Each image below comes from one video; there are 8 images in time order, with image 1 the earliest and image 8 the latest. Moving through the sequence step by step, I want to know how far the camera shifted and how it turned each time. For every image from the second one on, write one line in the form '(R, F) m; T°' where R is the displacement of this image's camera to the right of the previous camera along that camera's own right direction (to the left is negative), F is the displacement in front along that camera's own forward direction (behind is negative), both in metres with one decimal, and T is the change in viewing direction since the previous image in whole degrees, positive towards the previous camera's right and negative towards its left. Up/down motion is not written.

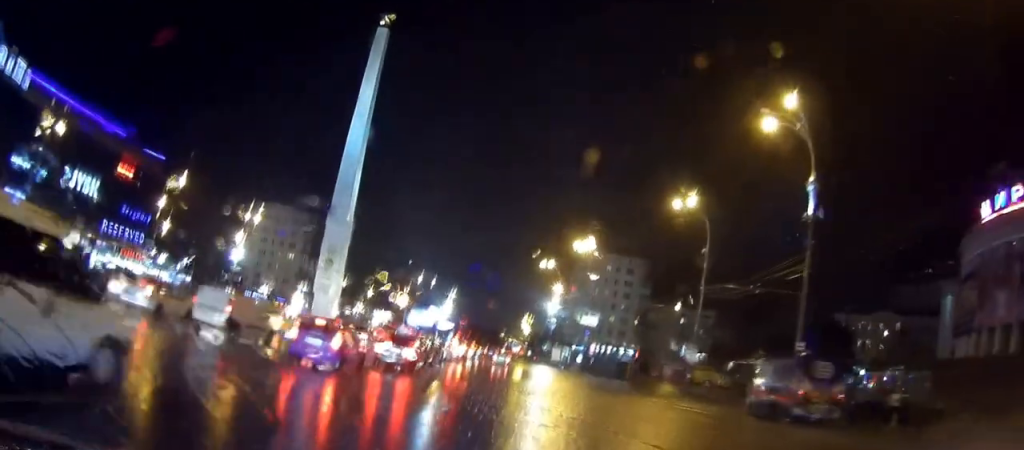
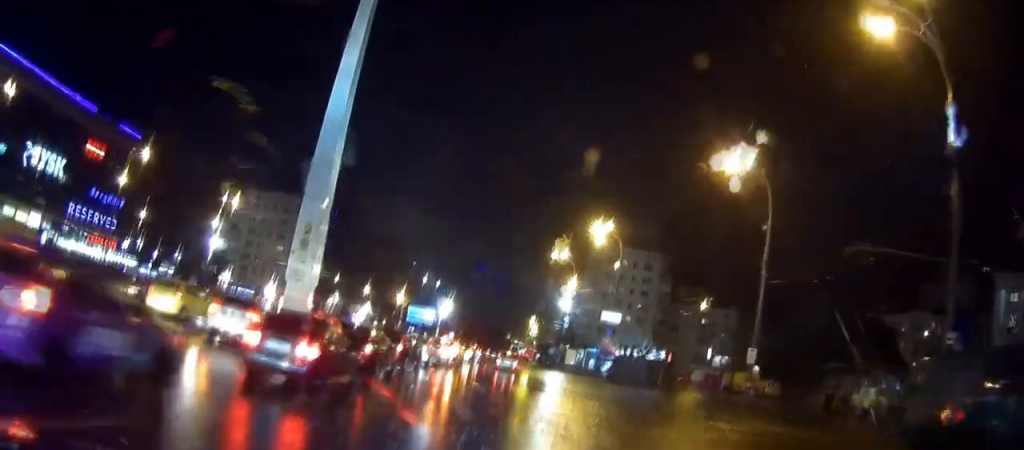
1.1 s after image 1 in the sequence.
(0.0, +14.4) m; +1°
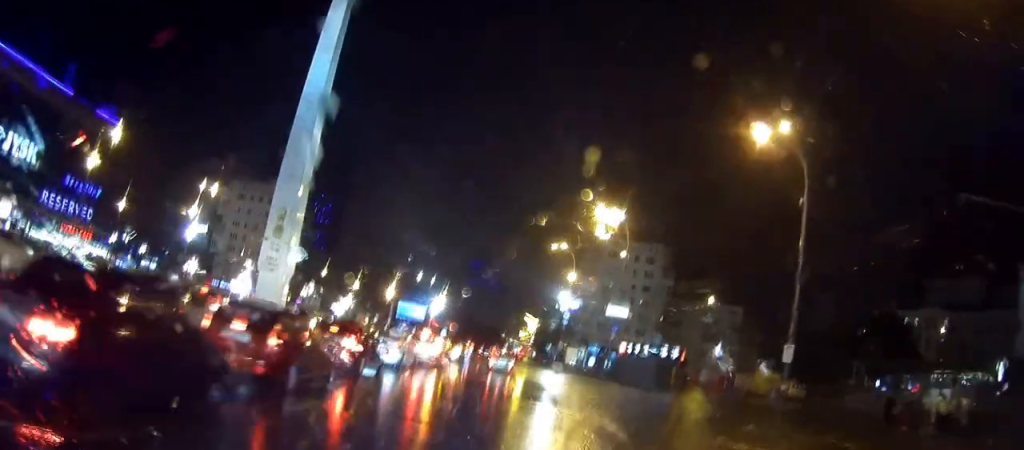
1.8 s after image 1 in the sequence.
(+0.1, +7.9) m; 0°
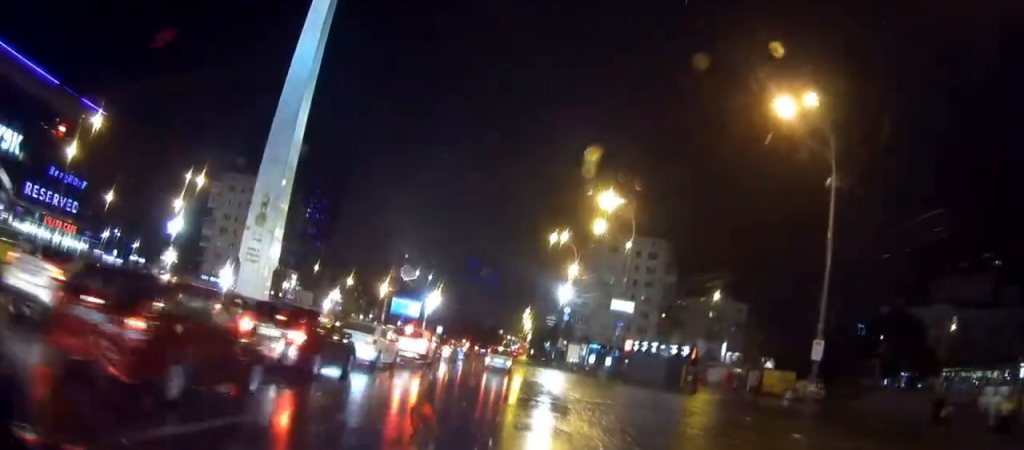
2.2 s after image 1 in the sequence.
(+0.1, +5.0) m; 0°
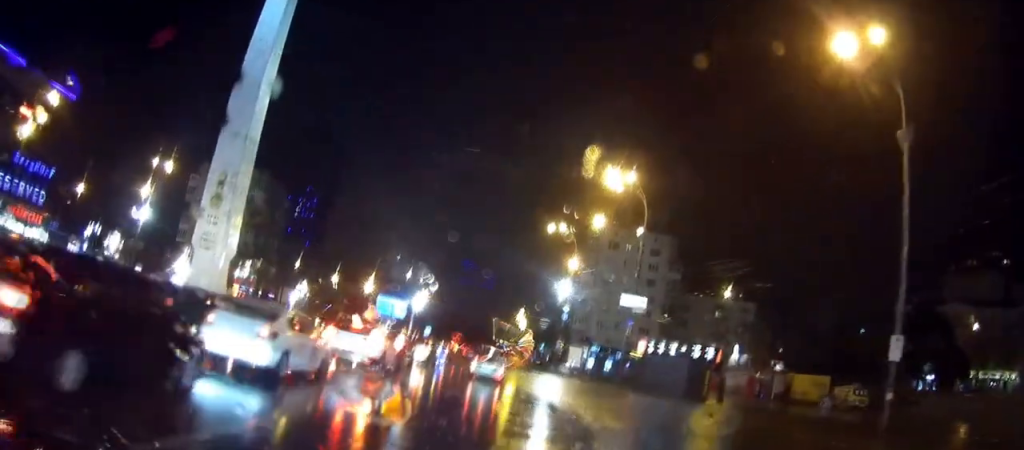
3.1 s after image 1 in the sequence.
(-0.1, +9.4) m; -1°
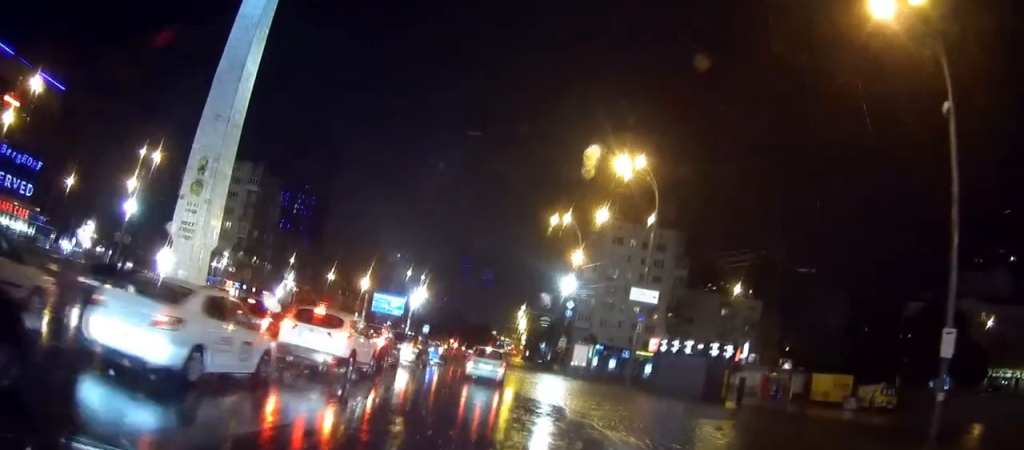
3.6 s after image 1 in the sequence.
(0.0, +4.4) m; 0°
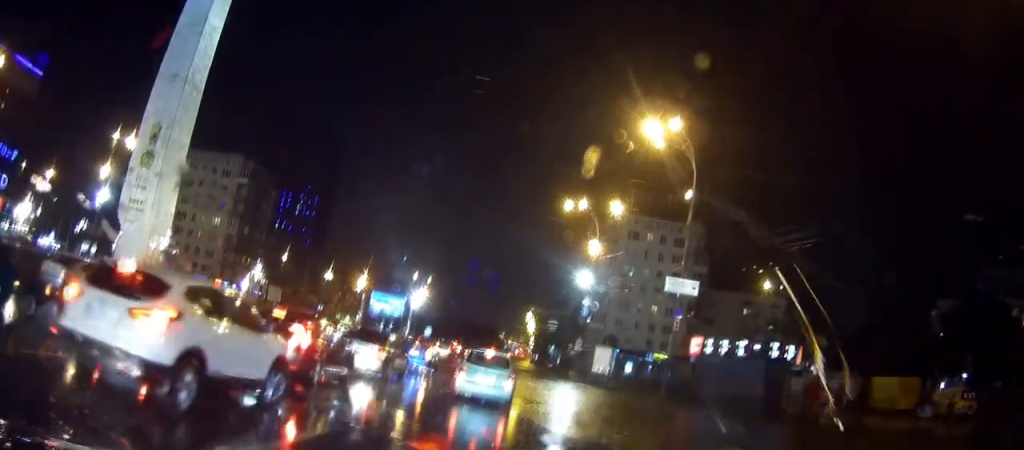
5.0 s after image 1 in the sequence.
(+0.2, +9.8) m; +1°
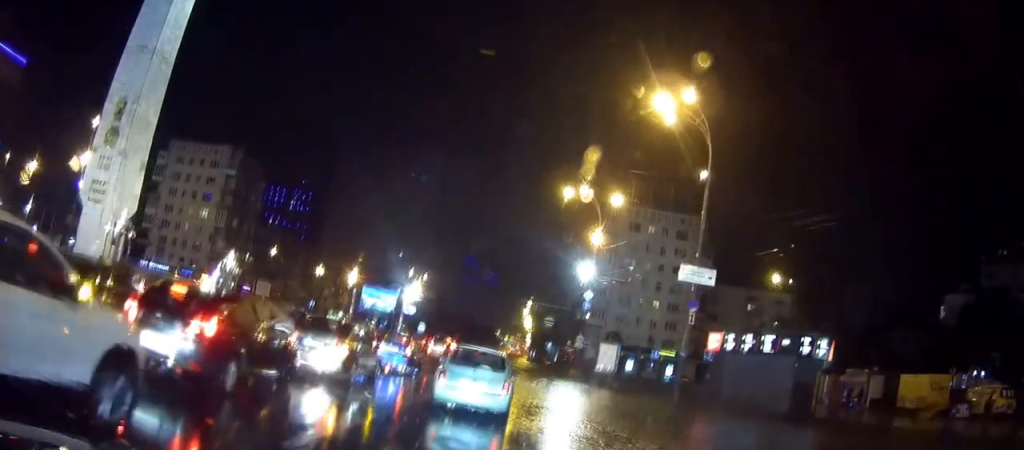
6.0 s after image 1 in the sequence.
(-0.1, +4.9) m; -2°
